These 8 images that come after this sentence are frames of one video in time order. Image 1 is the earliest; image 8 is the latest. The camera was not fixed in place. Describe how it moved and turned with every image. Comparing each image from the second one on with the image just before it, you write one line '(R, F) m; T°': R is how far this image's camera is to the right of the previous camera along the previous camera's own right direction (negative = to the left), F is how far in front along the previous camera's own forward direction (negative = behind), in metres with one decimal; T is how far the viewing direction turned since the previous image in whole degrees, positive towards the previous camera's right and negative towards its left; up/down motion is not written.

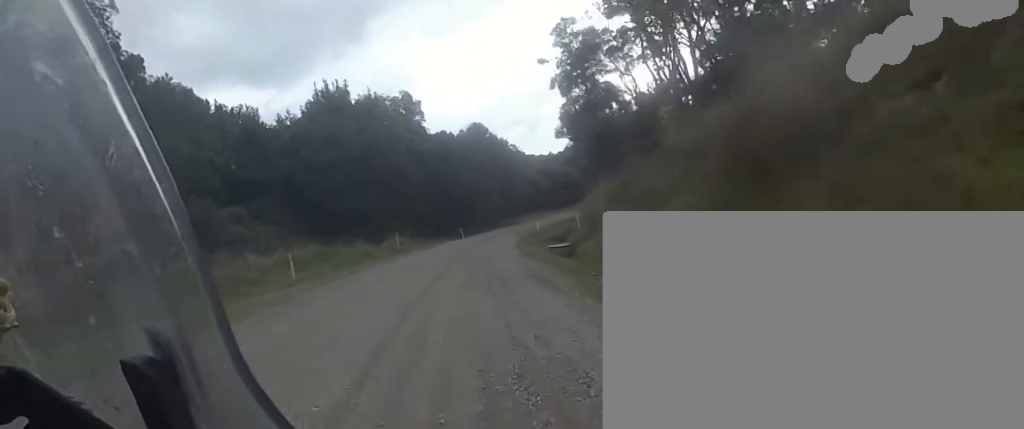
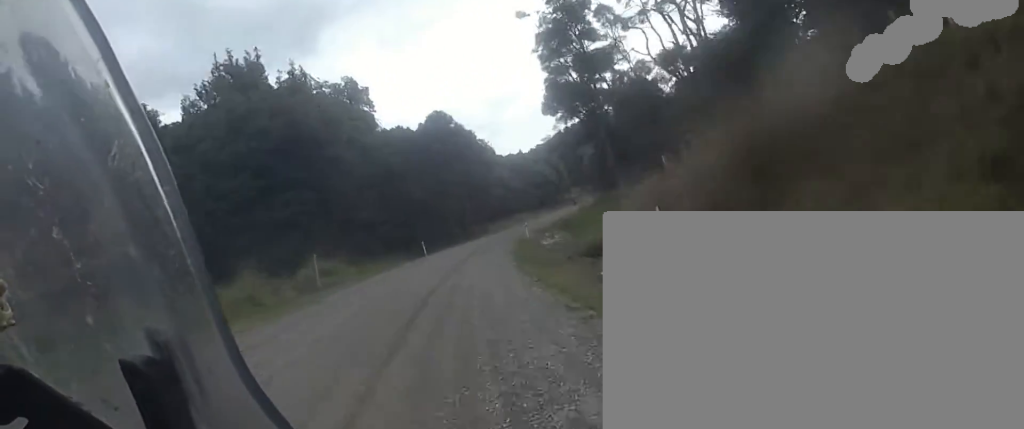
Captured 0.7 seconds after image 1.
(+0.5, +11.2) m; +5°
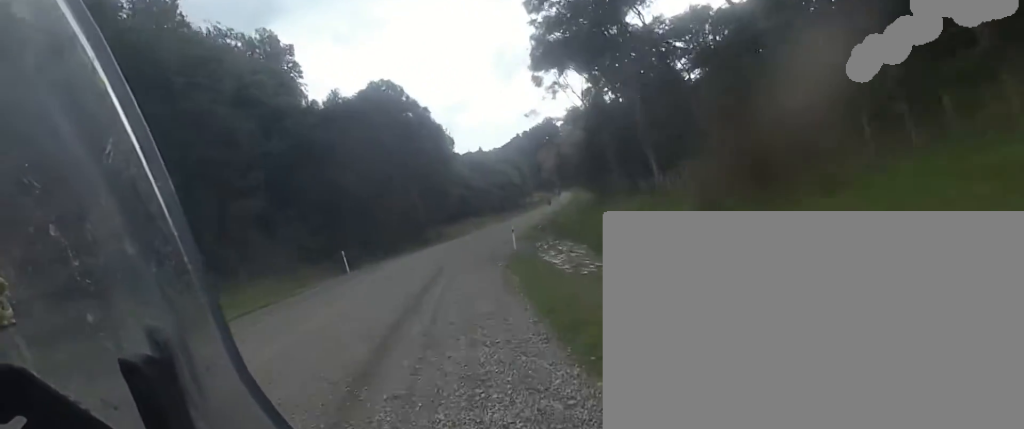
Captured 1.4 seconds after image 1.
(-0.4, +11.3) m; +6°
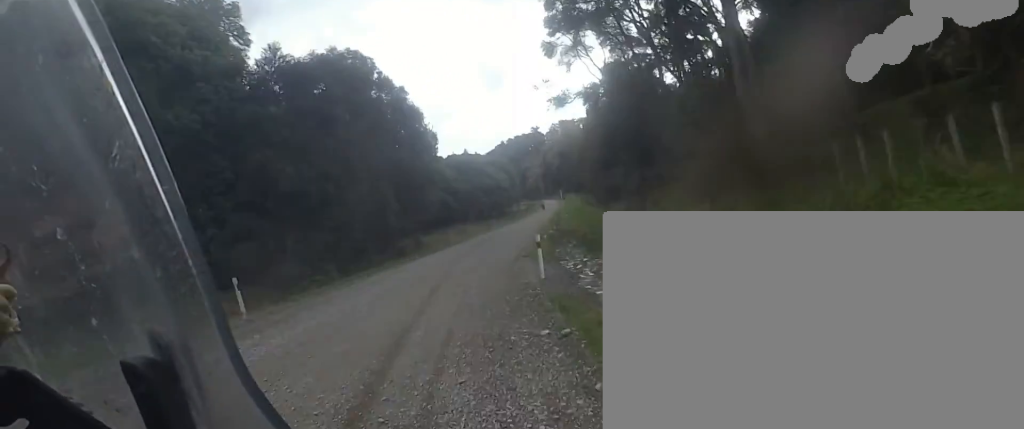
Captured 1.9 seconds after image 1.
(+0.9, +8.2) m; +4°
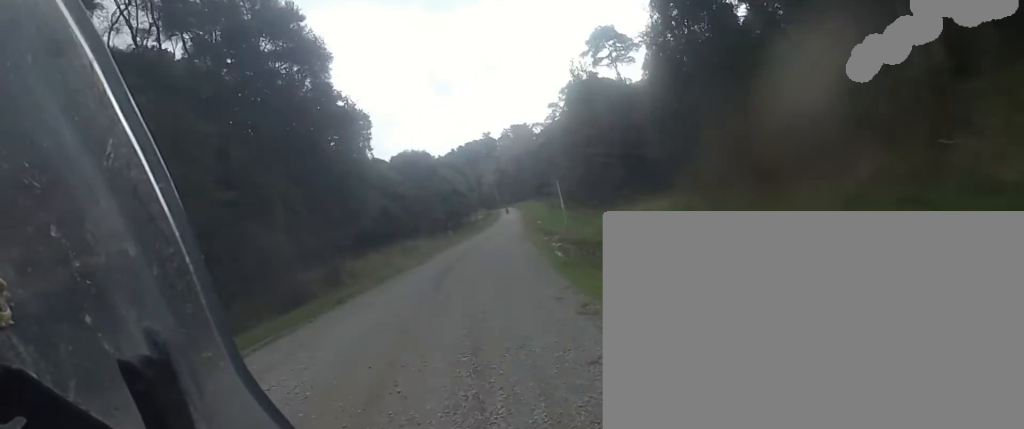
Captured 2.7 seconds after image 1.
(+1.2, +14.1) m; +4°
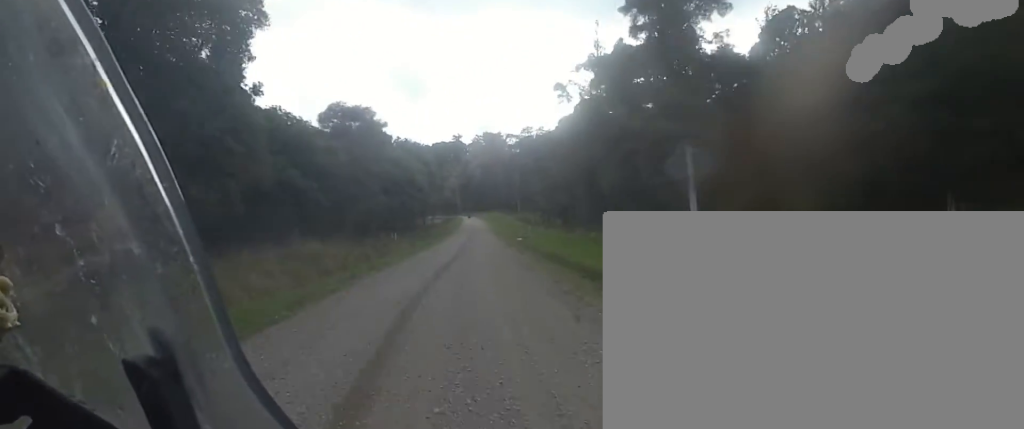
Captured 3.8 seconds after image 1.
(-0.2, +17.3) m; -1°
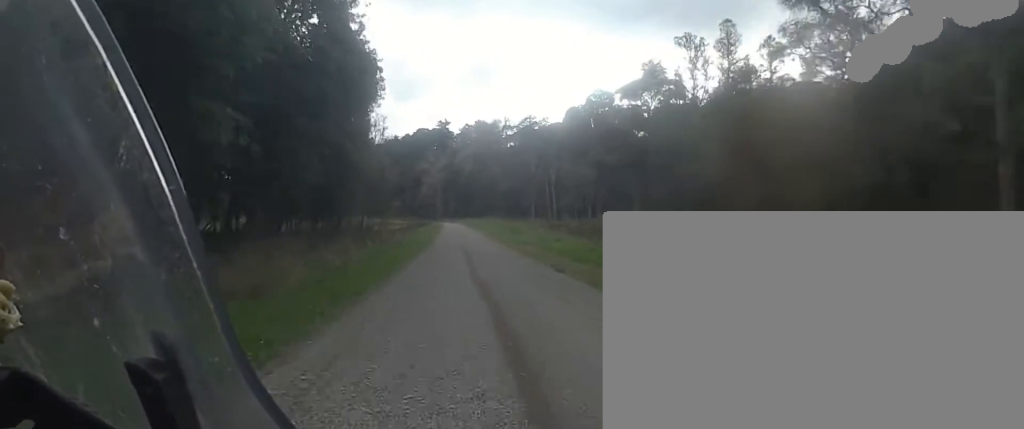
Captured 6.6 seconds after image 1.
(+2.3, +45.0) m; +3°
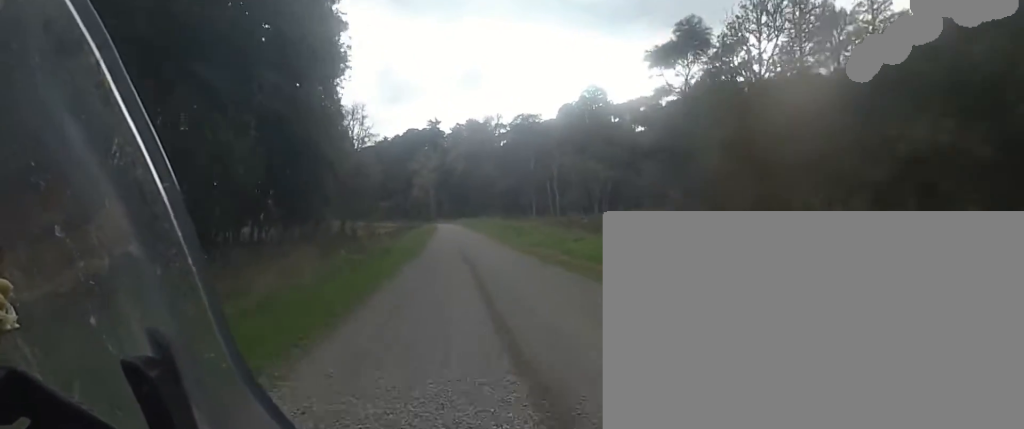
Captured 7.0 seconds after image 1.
(-0.4, +6.7) m; -2°
